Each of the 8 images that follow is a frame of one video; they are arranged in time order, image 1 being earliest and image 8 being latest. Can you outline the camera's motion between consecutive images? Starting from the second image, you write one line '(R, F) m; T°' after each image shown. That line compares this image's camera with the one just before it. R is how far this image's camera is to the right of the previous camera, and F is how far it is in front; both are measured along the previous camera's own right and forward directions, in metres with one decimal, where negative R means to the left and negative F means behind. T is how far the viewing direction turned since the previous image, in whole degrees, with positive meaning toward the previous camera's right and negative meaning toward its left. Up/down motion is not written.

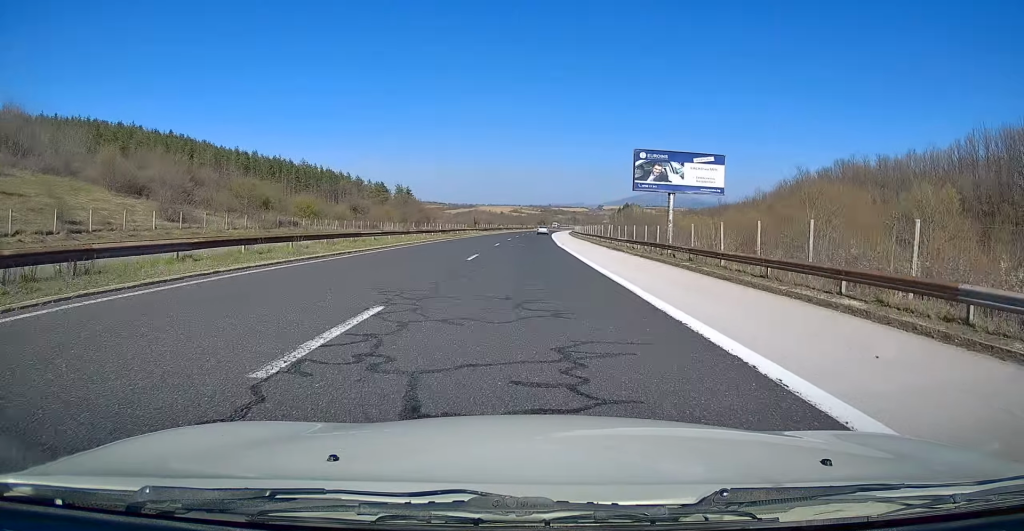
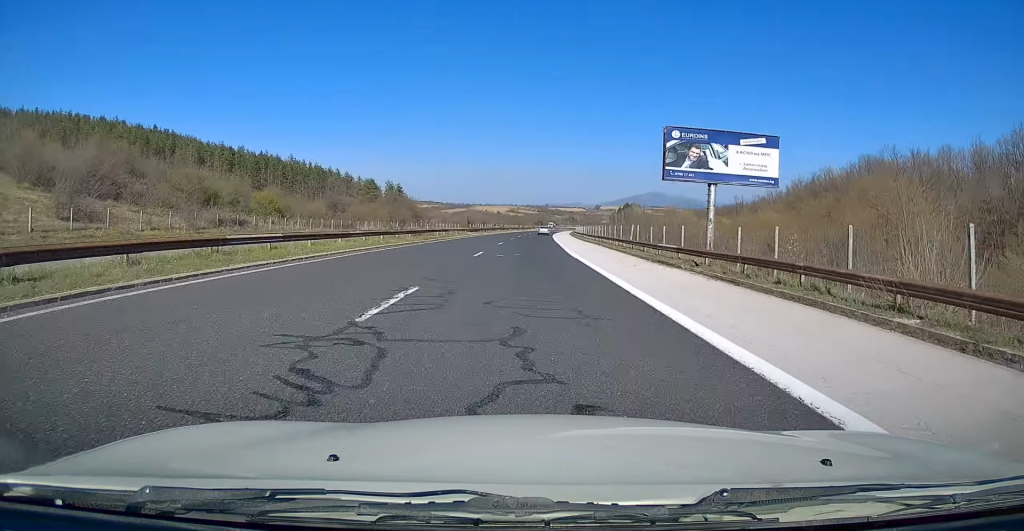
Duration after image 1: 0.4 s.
(+0.1, +13.4) m; +1°
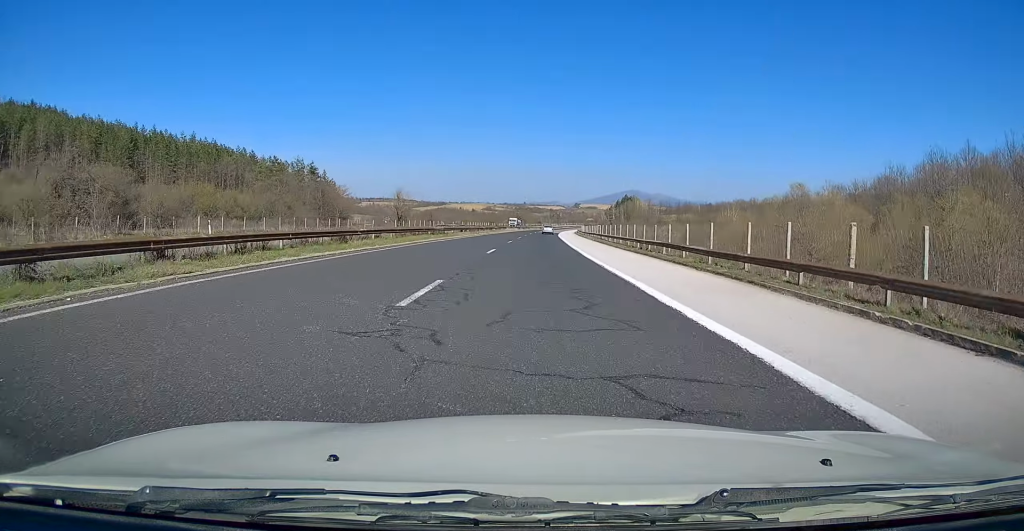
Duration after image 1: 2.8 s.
(+2.1, +79.3) m; +2°
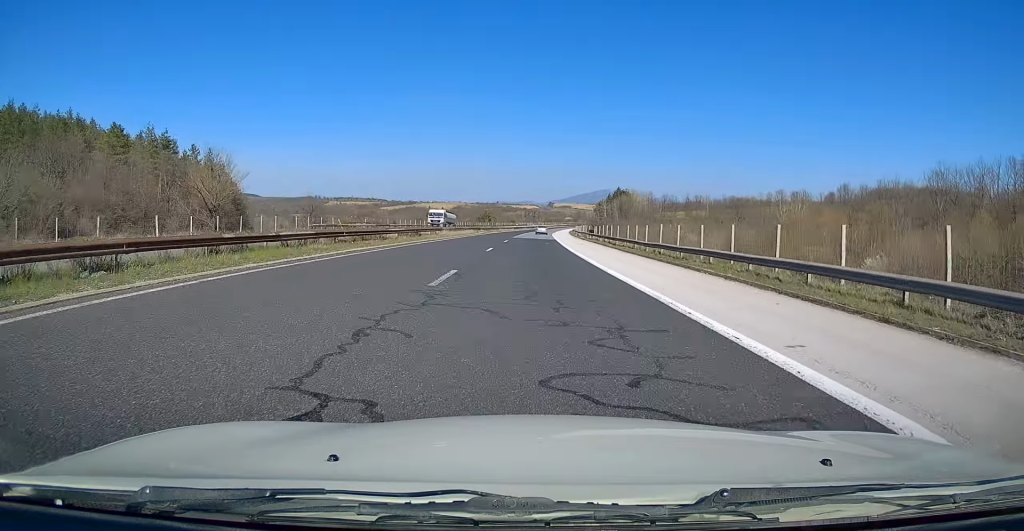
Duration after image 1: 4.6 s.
(+1.0, +61.4) m; +2°
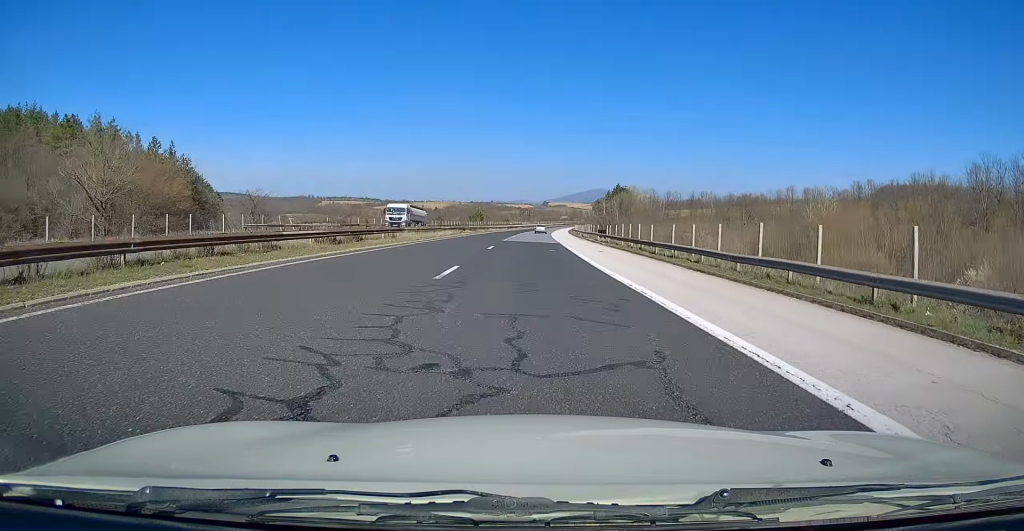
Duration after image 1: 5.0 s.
(+0.3, +14.5) m; 0°
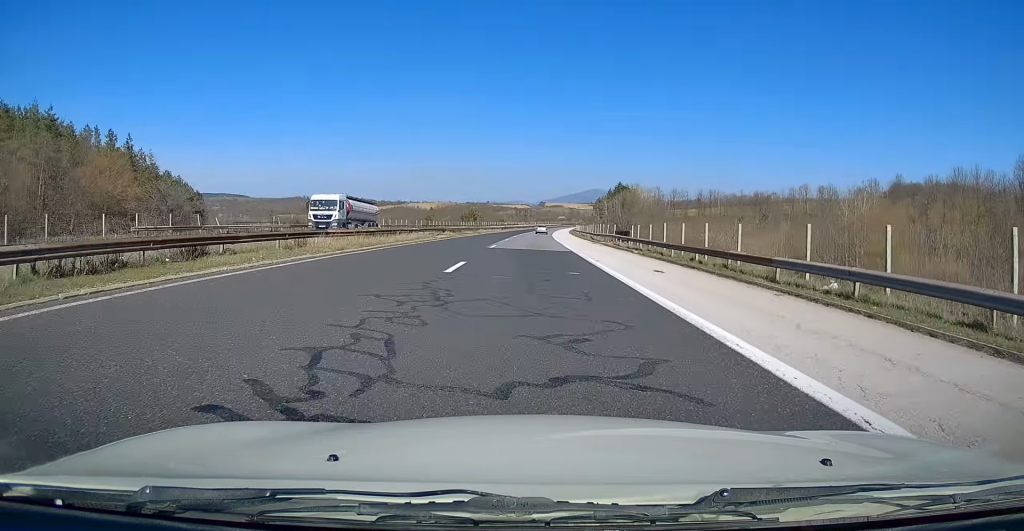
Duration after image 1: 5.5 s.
(-0.1, +14.5) m; 0°
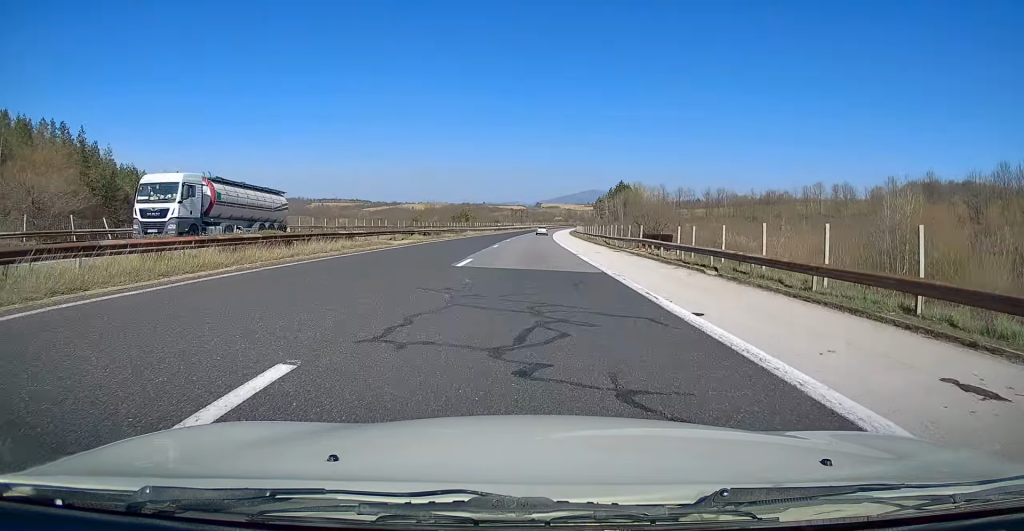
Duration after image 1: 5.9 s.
(-0.2, +13.4) m; 0°
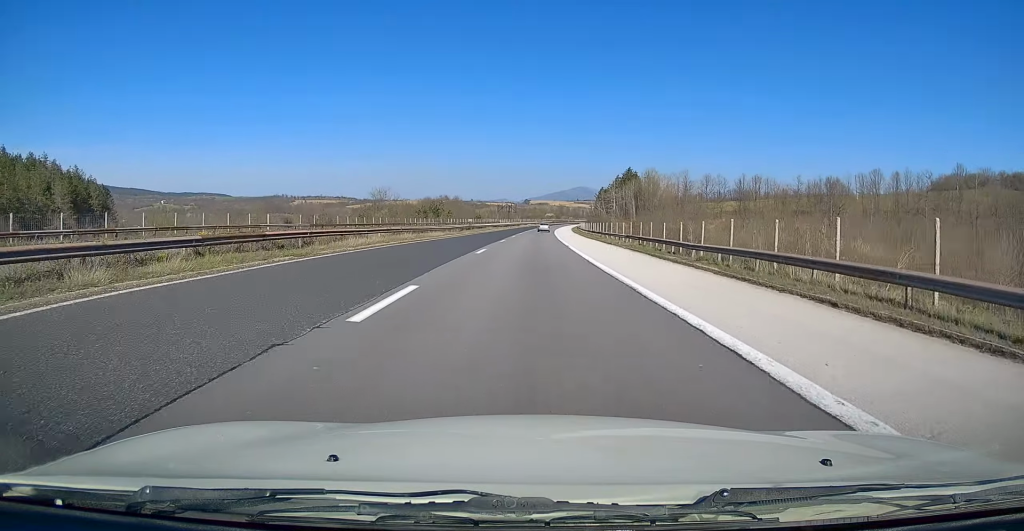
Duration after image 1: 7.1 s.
(+0.7, +41.5) m; +1°
